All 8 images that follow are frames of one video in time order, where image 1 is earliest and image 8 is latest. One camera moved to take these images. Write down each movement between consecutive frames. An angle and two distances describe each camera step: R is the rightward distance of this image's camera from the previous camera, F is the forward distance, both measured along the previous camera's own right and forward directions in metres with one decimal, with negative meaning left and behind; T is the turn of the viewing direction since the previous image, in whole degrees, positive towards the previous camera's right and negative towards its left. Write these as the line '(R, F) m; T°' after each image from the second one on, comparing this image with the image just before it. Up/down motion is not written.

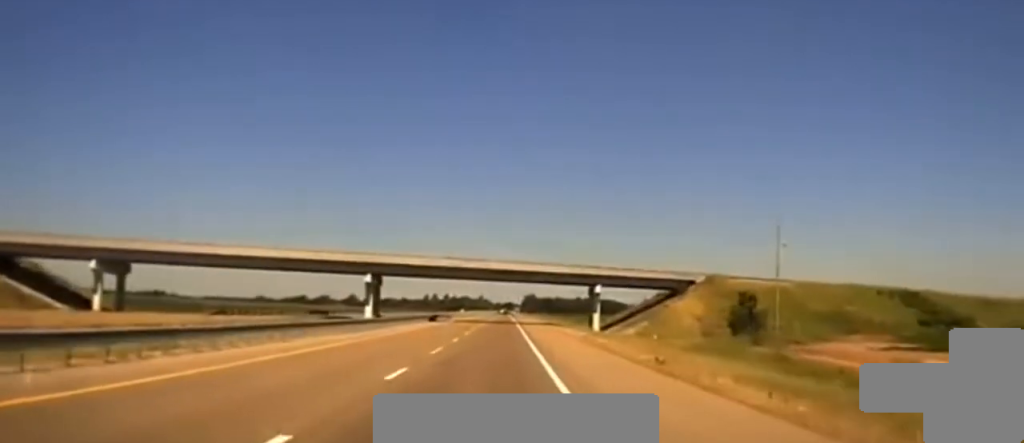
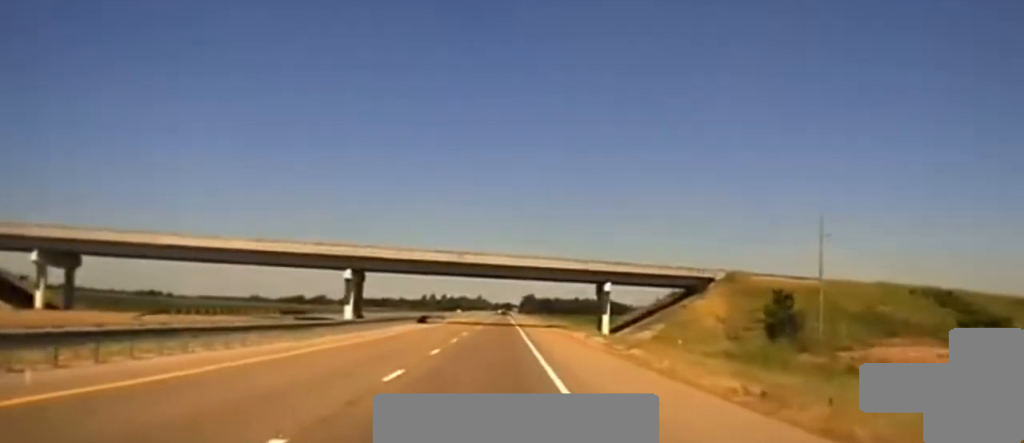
(0.0, +10.7) m; 0°
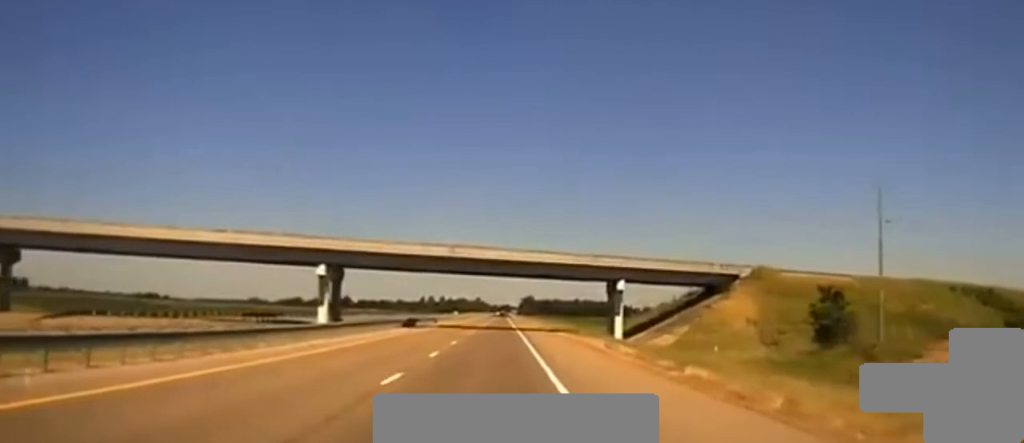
(0.0, +12.0) m; 0°
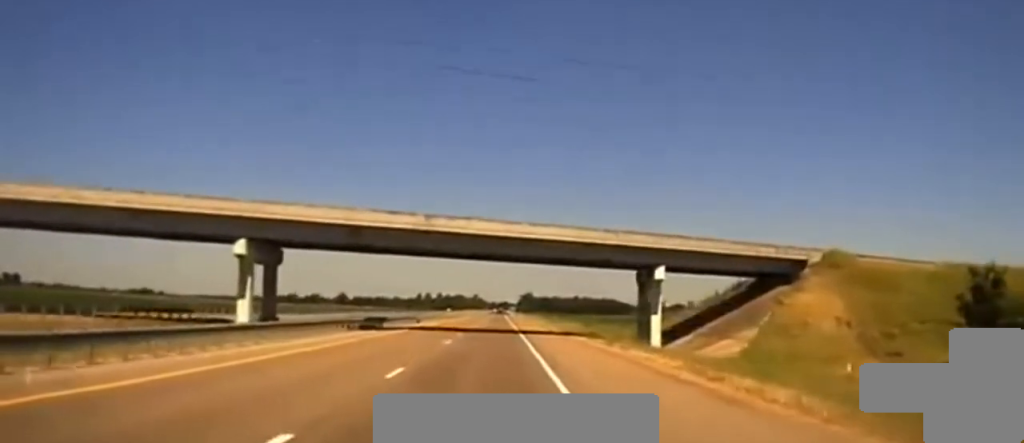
(+0.1, +24.0) m; 0°
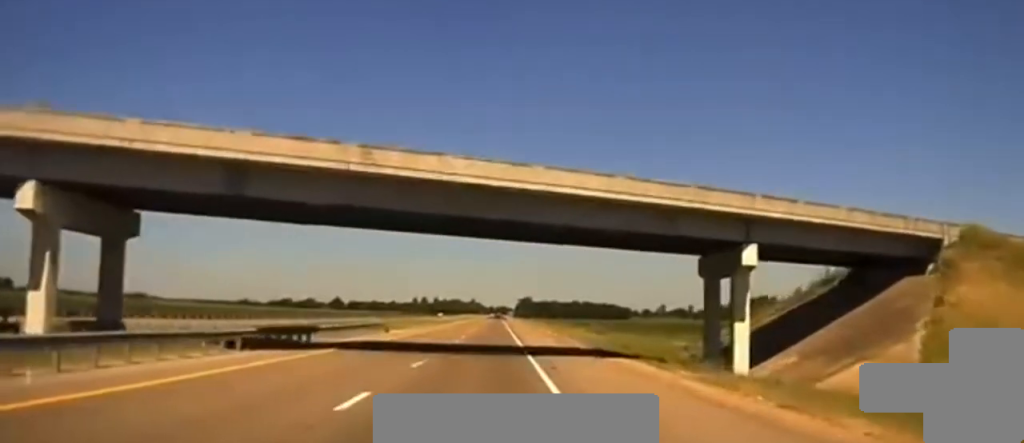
(+0.1, +27.0) m; 0°
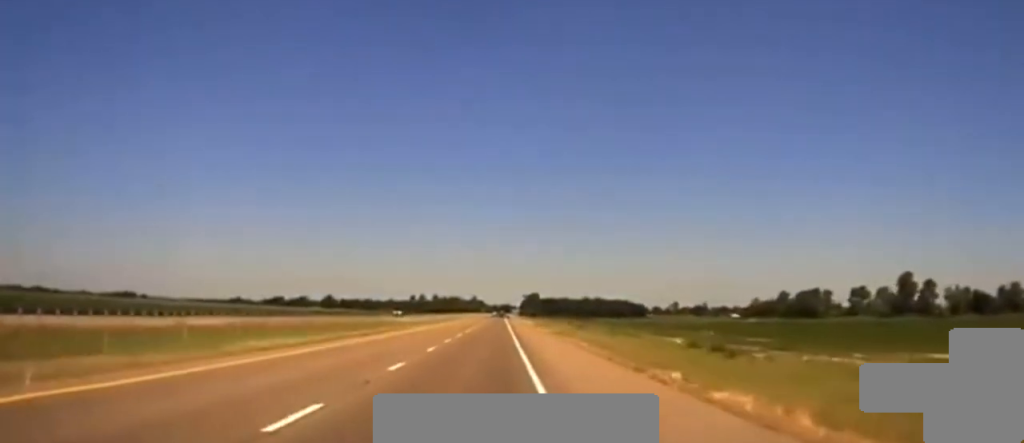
(+0.5, +90.9) m; 0°
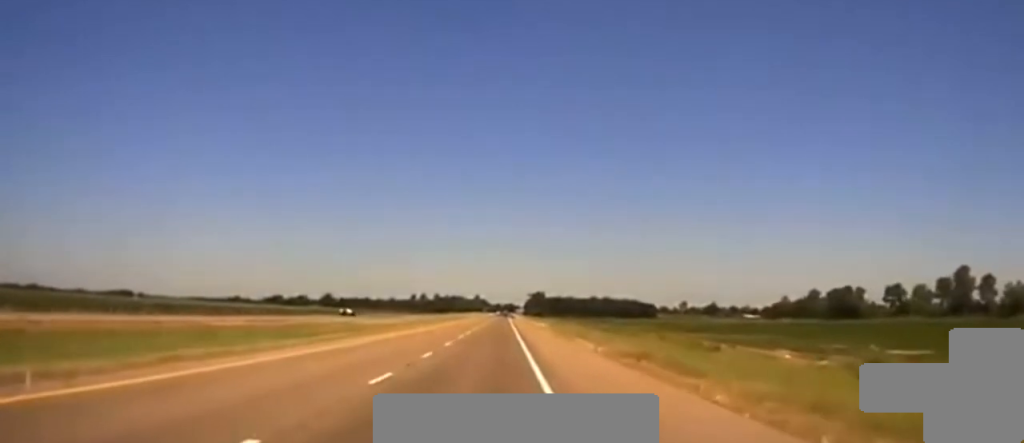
(-0.2, +37.5) m; -1°
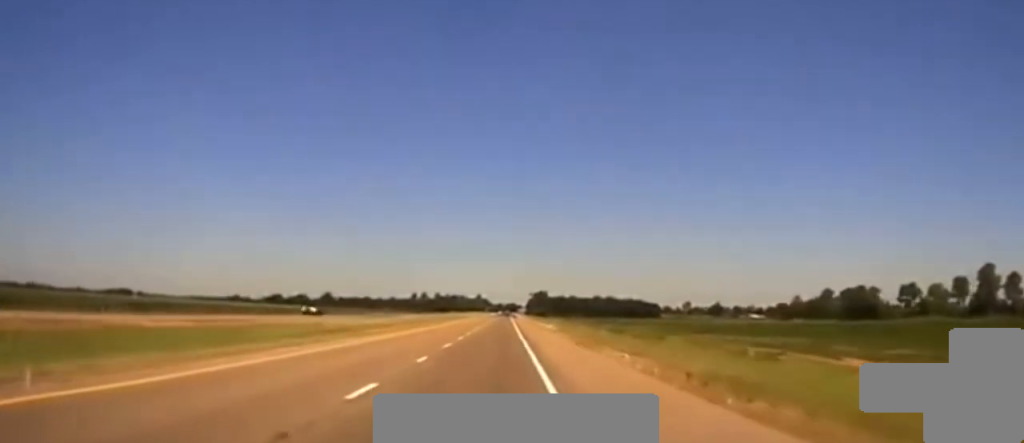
(0.0, +13.3) m; 0°
